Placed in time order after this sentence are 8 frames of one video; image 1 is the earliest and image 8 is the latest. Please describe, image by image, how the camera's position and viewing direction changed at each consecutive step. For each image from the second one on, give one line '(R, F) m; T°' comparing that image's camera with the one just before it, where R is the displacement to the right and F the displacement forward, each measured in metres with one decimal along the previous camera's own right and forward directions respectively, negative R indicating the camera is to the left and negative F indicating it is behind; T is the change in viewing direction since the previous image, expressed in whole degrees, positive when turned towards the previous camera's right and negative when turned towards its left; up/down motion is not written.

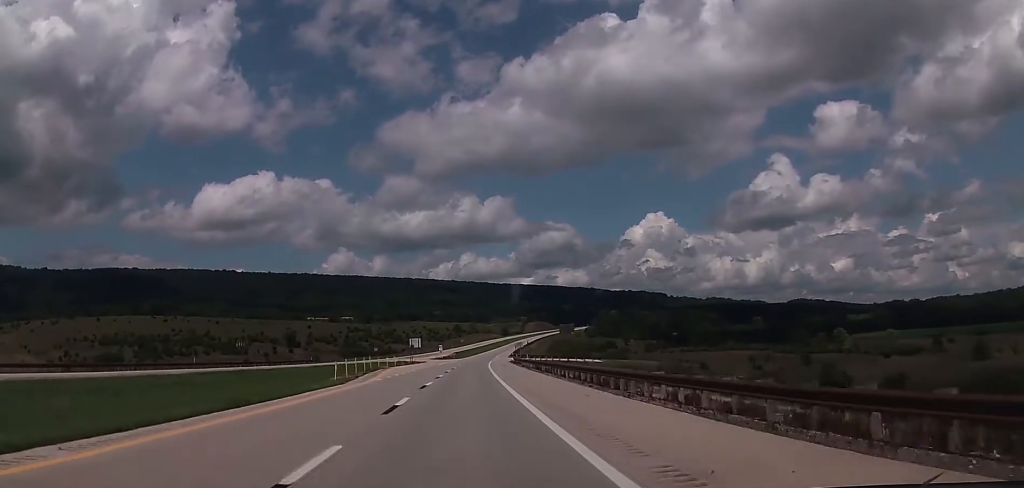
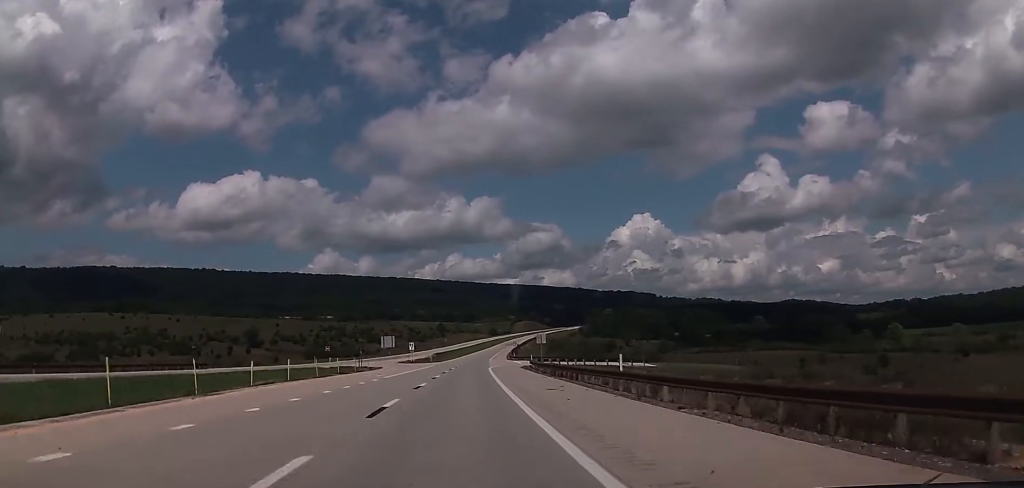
(+0.4, +50.7) m; +1°
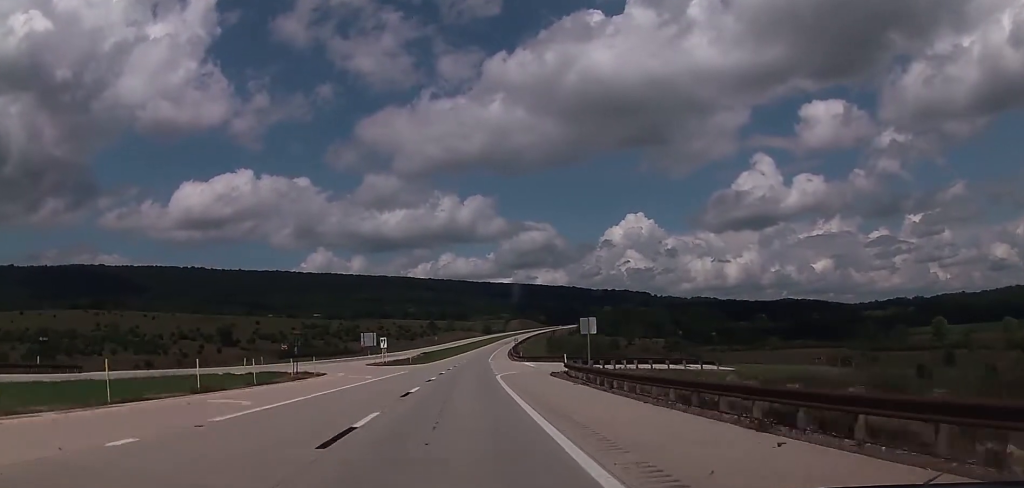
(+0.1, +29.9) m; +1°
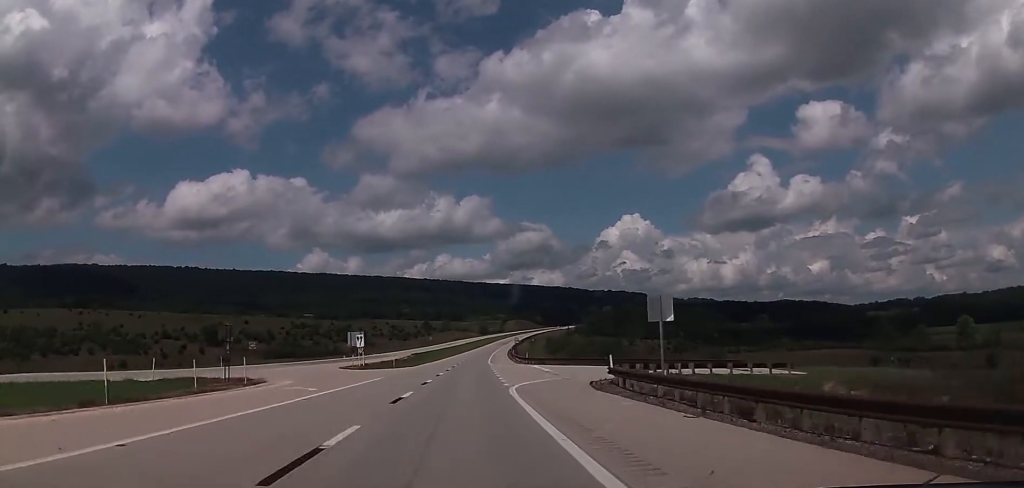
(+0.1, +15.4) m; 0°
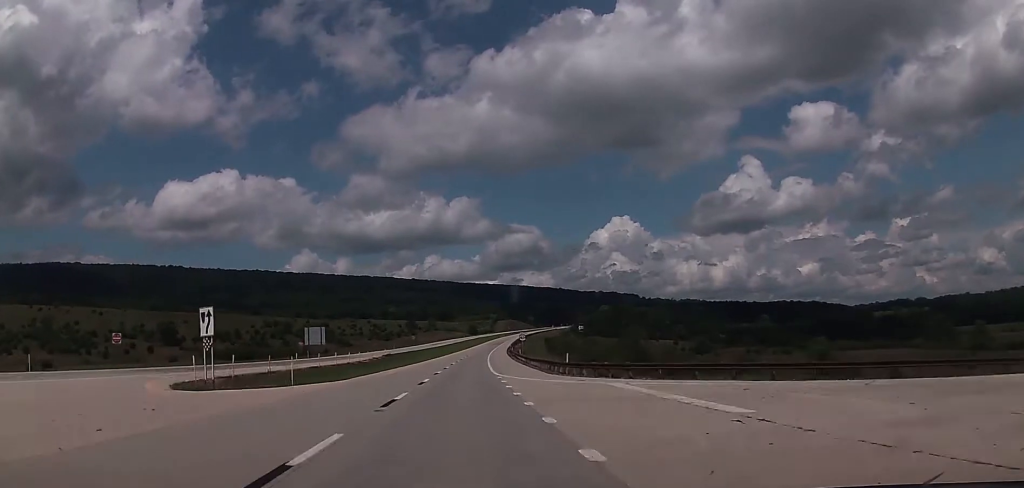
(+0.3, +38.6) m; +1°
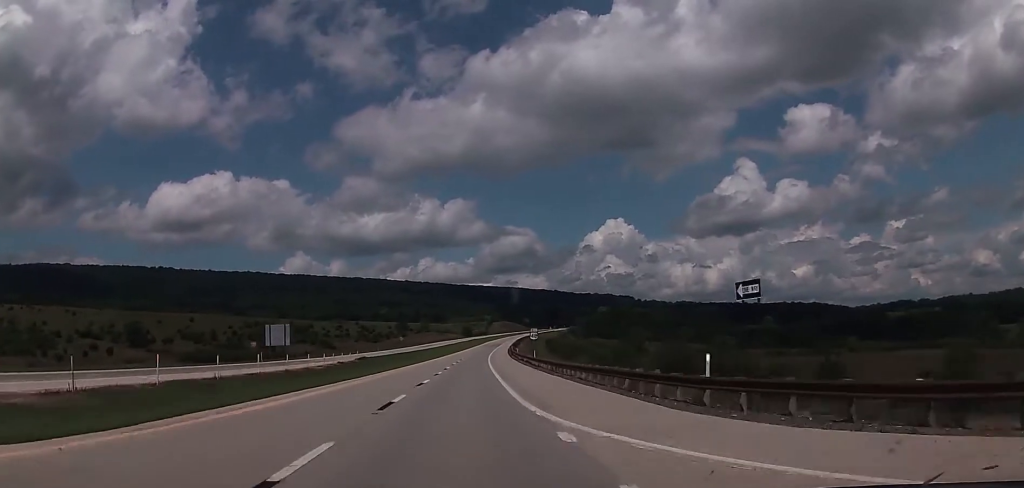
(+0.1, +25.4) m; +1°
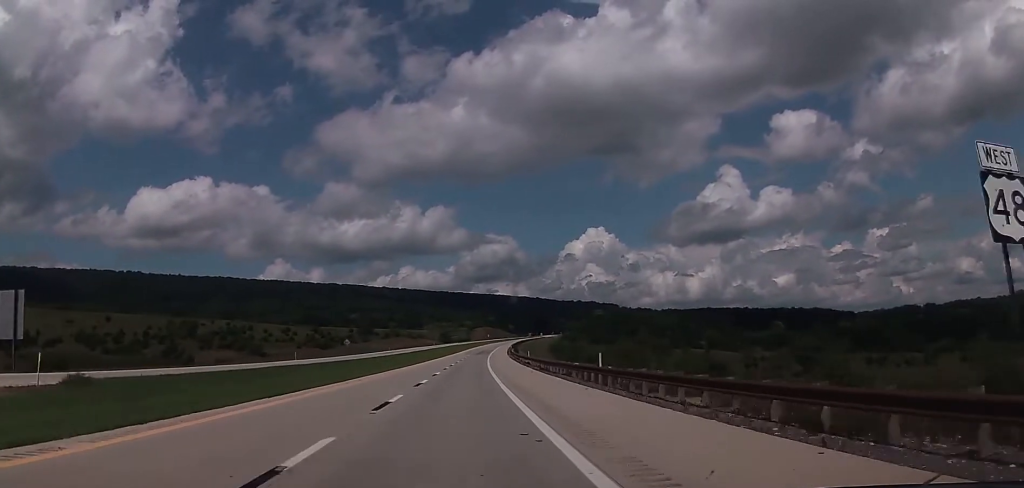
(+1.3, +73.3) m; +2°
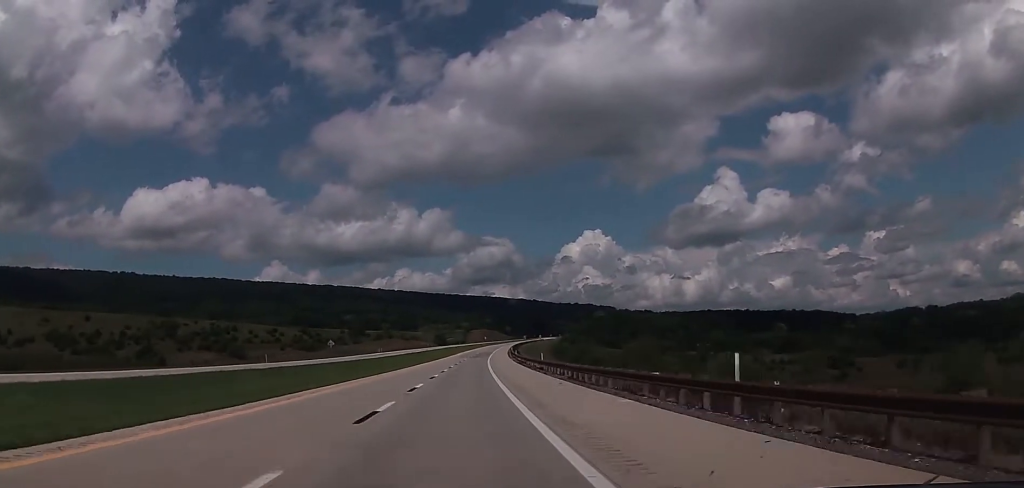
(0.0, +15.3) m; 0°
